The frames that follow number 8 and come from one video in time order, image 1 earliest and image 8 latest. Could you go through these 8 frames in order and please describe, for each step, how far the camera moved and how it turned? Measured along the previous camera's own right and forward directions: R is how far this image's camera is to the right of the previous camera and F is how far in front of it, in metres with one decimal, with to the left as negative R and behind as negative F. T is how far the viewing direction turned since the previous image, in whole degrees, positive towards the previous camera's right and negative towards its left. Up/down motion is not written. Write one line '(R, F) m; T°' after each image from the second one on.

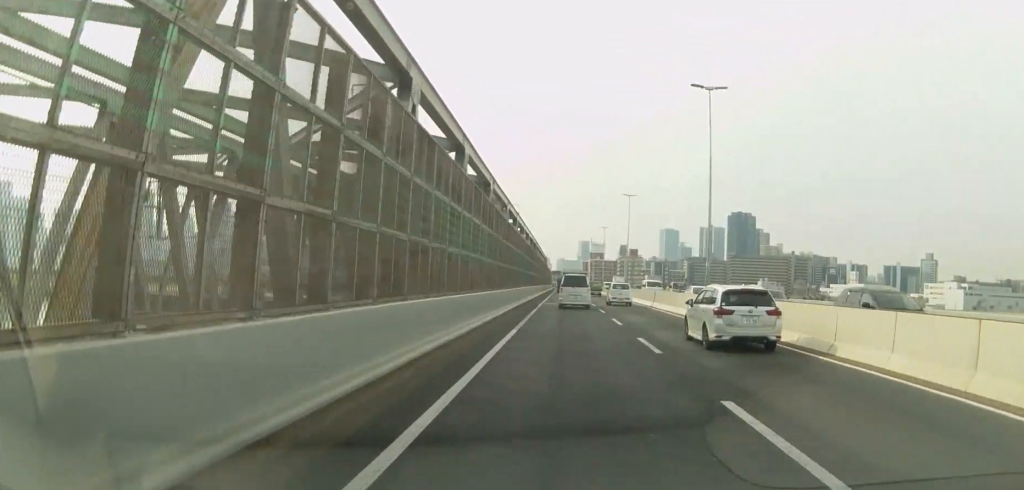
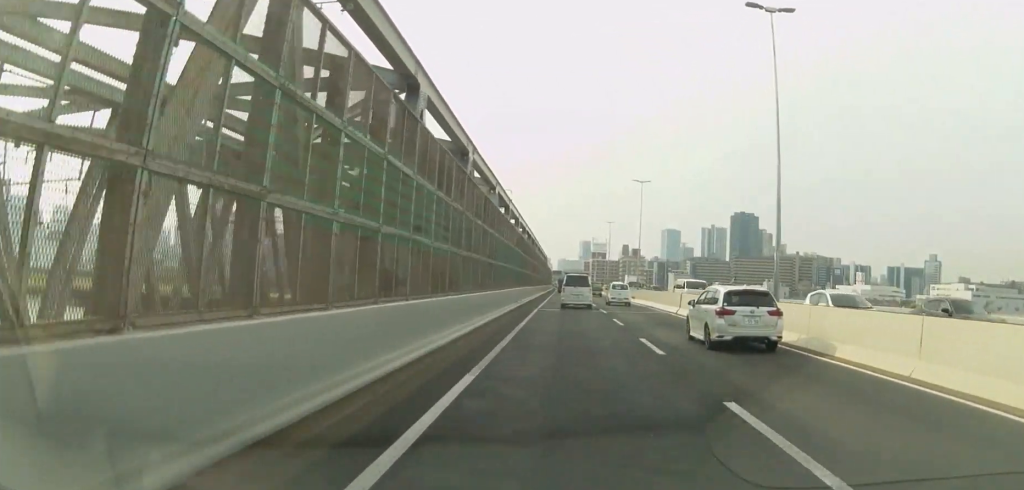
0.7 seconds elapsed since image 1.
(0.0, +10.1) m; 0°
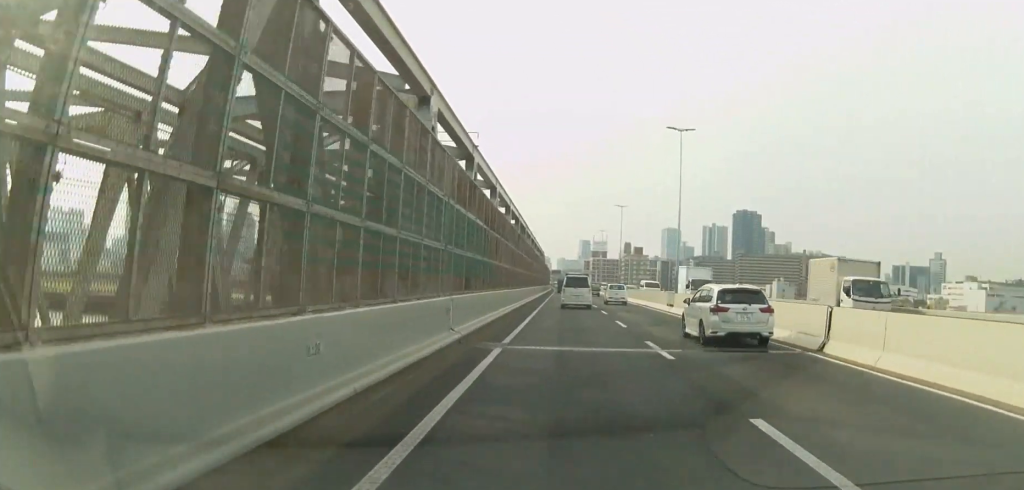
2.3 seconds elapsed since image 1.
(0.0, +21.1) m; +1°
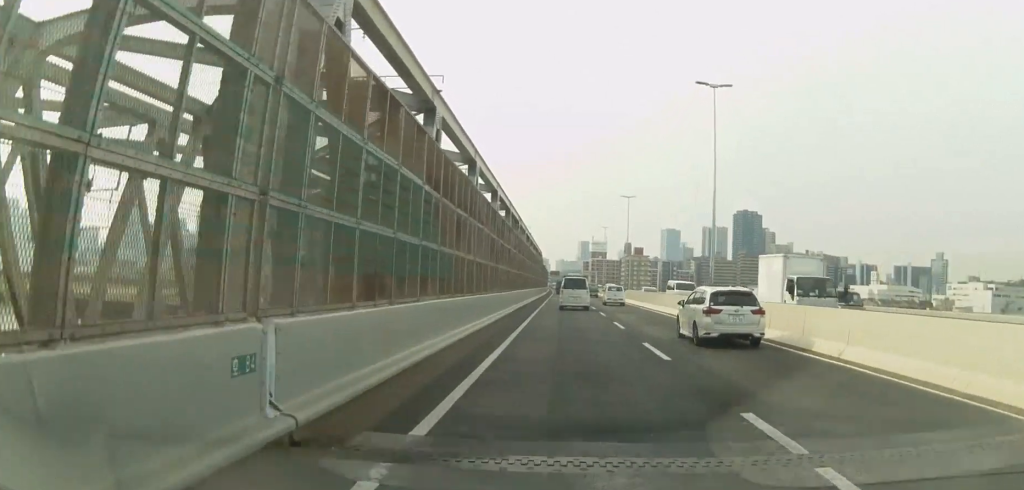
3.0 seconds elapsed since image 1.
(0.0, +9.6) m; +1°
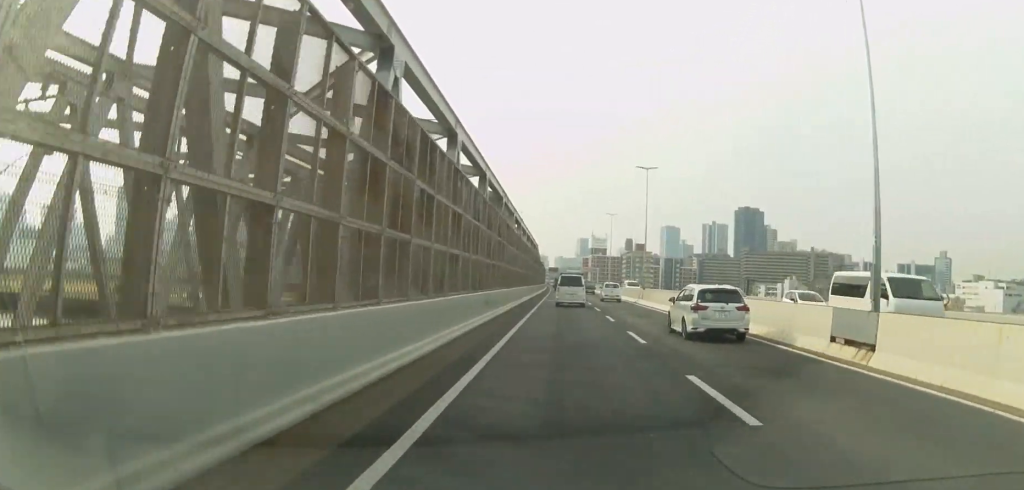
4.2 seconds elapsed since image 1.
(+0.2, +16.4) m; -1°
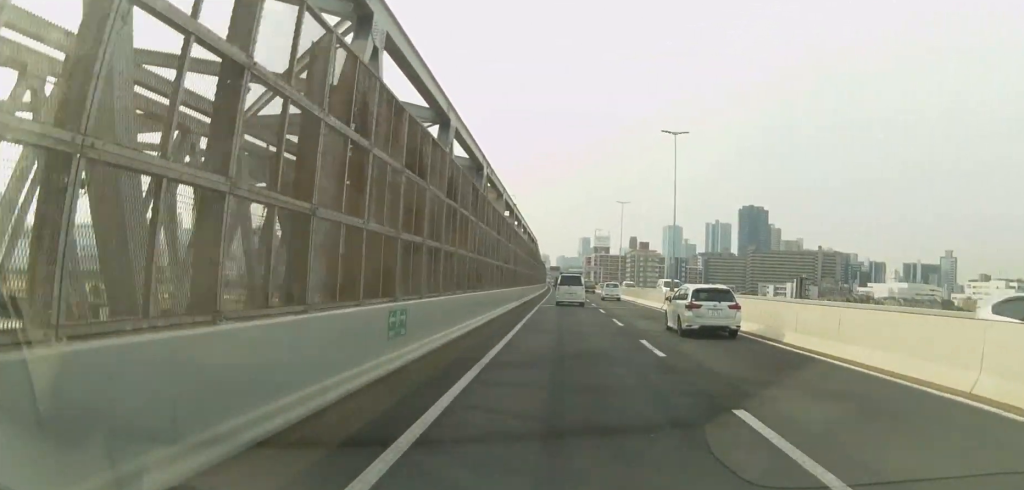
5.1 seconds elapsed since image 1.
(-0.2, +12.3) m; -1°
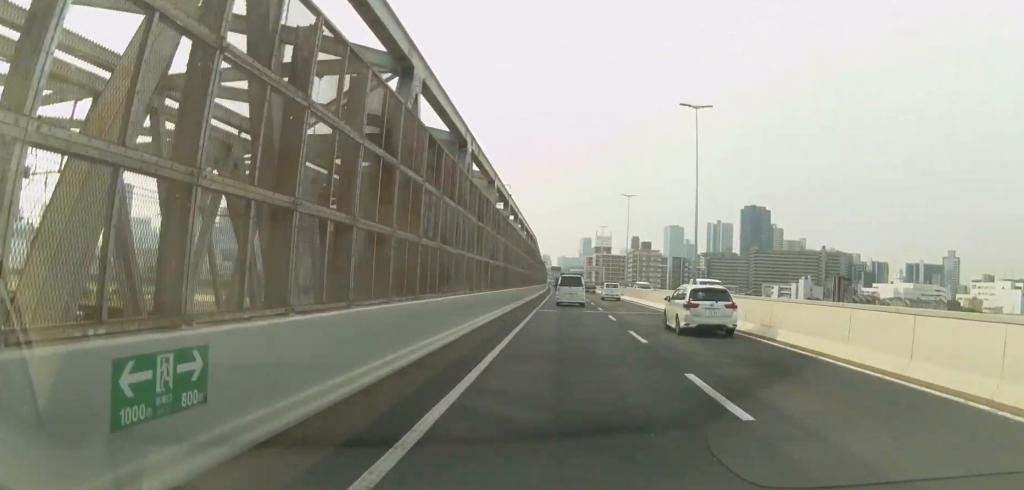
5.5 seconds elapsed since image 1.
(0.0, +6.4) m; 0°
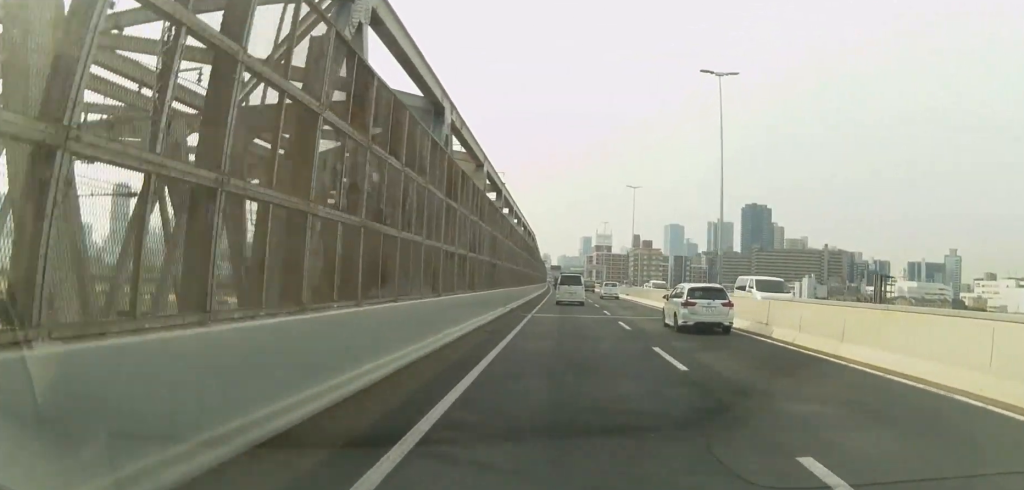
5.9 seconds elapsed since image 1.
(0.0, +5.5) m; 0°
